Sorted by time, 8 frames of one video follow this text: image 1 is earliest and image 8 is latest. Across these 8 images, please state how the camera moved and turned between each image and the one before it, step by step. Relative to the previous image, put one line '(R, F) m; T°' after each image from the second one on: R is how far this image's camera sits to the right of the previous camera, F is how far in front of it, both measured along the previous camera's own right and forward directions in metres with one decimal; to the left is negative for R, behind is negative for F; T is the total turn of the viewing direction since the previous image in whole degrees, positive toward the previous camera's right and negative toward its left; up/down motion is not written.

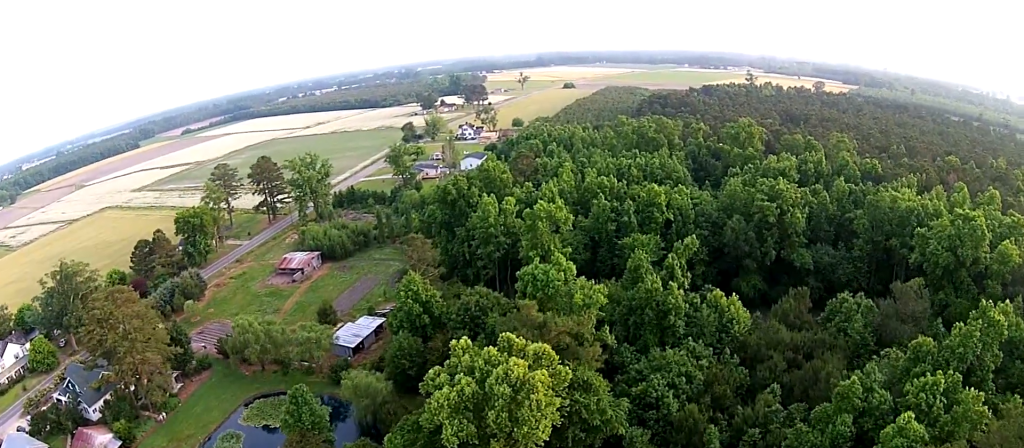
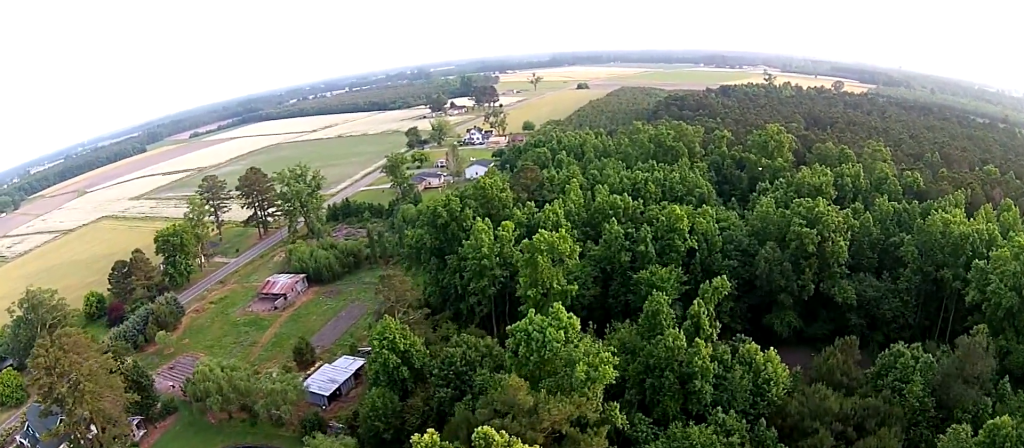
(+0.1, +17.6) m; 0°
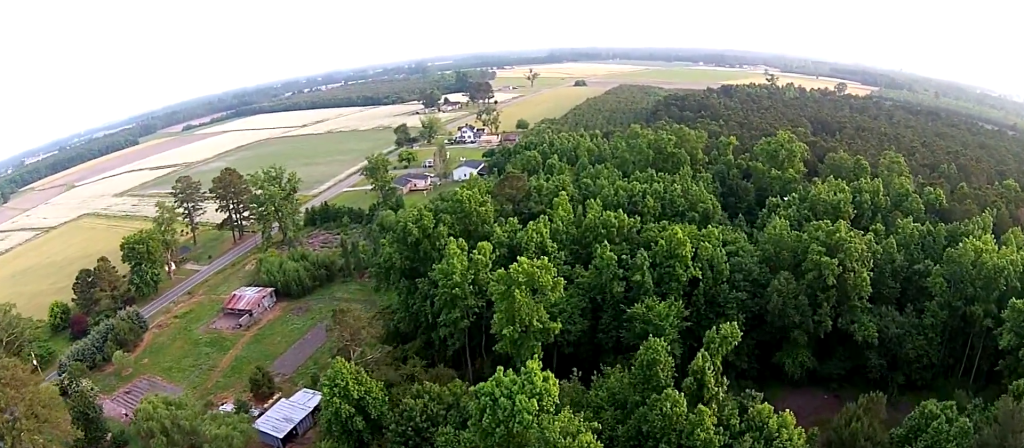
(0.0, +13.5) m; 0°
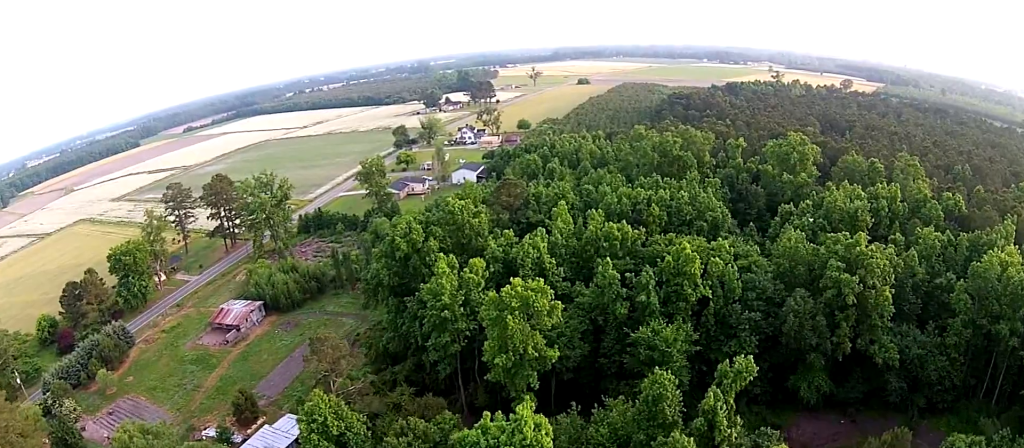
(0.0, +7.2) m; 0°
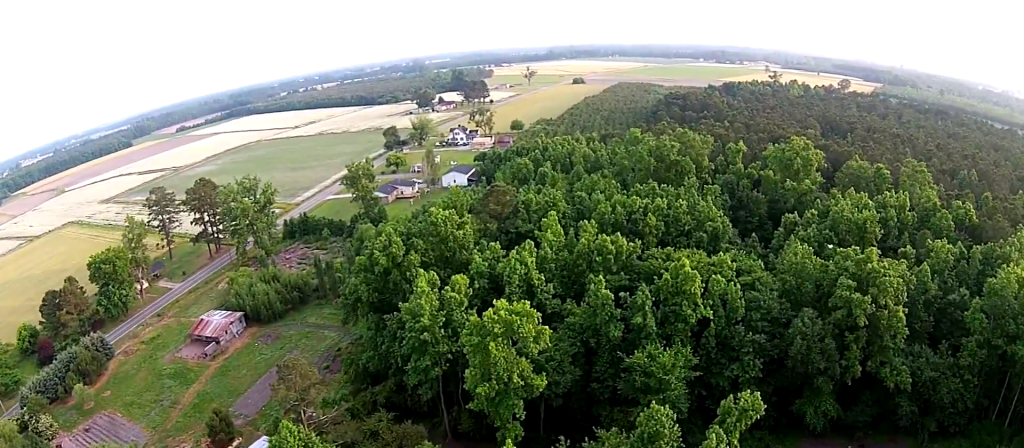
(0.0, +6.5) m; 0°
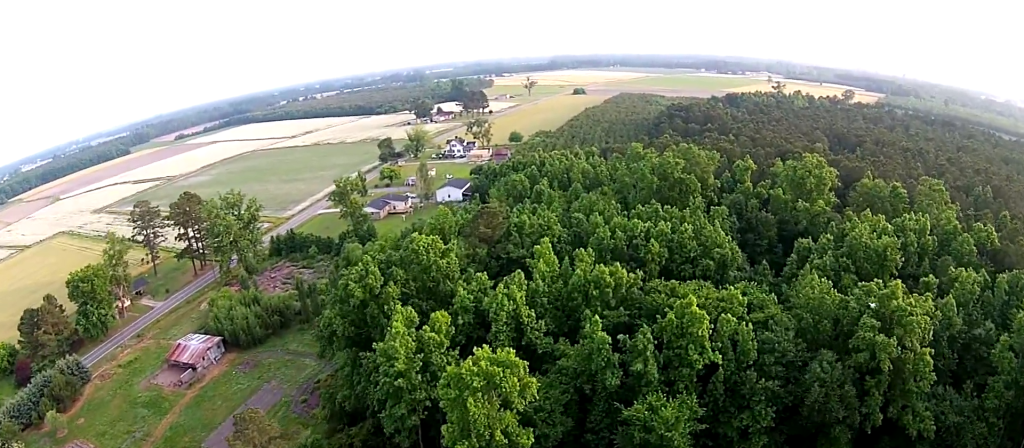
(0.0, +8.6) m; 0°
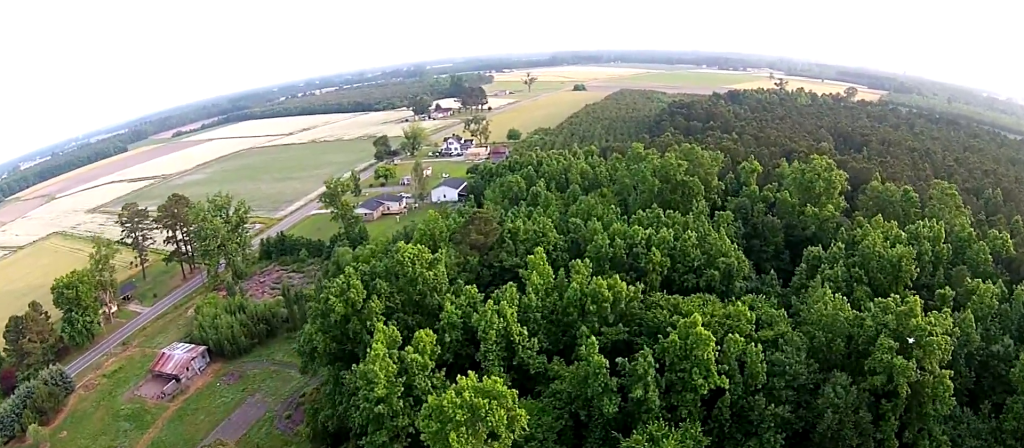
(0.0, +5.7) m; 0°
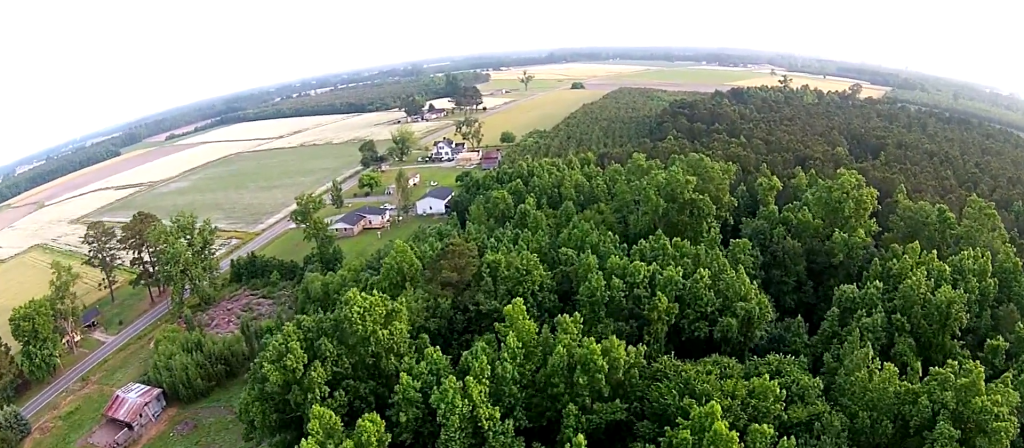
(-0.1, +15.8) m; 0°
